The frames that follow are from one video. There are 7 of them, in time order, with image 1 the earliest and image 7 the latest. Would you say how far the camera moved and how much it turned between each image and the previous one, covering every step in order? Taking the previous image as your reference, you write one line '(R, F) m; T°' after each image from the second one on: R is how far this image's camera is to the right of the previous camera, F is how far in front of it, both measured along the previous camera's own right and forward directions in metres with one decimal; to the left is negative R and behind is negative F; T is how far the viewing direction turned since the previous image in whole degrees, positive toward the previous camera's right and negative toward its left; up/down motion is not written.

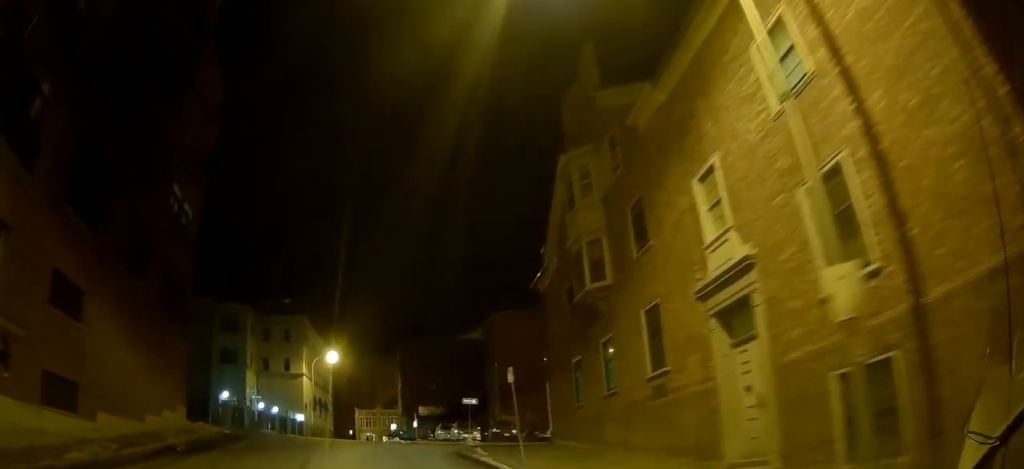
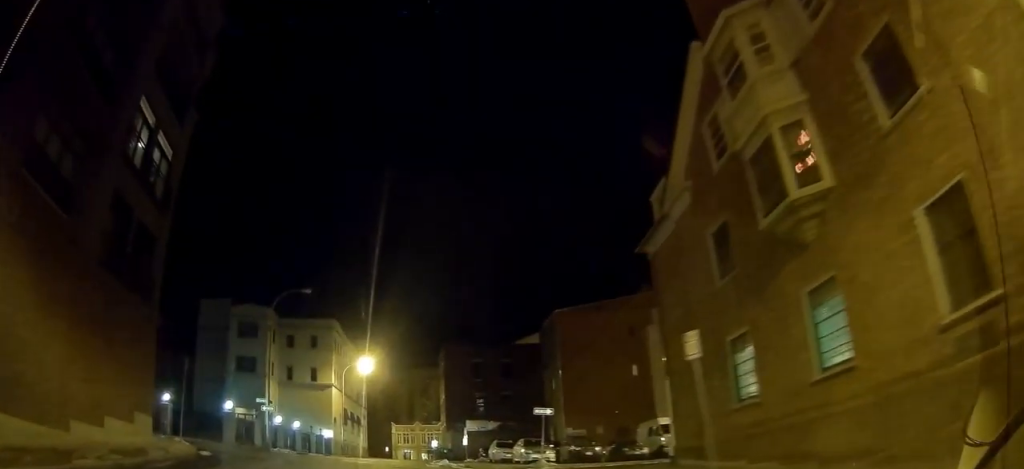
(+0.2, +9.0) m; 0°
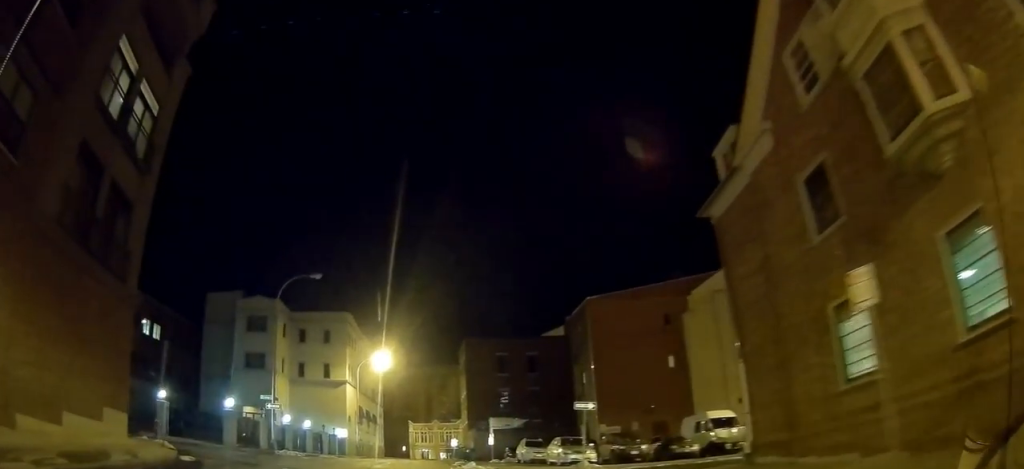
(-0.1, +3.4) m; -2°
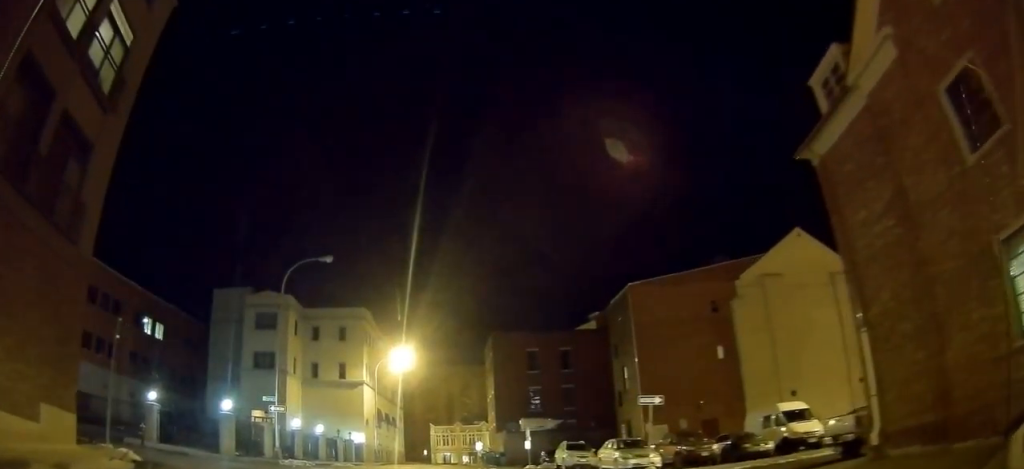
(-0.1, +4.5) m; -1°
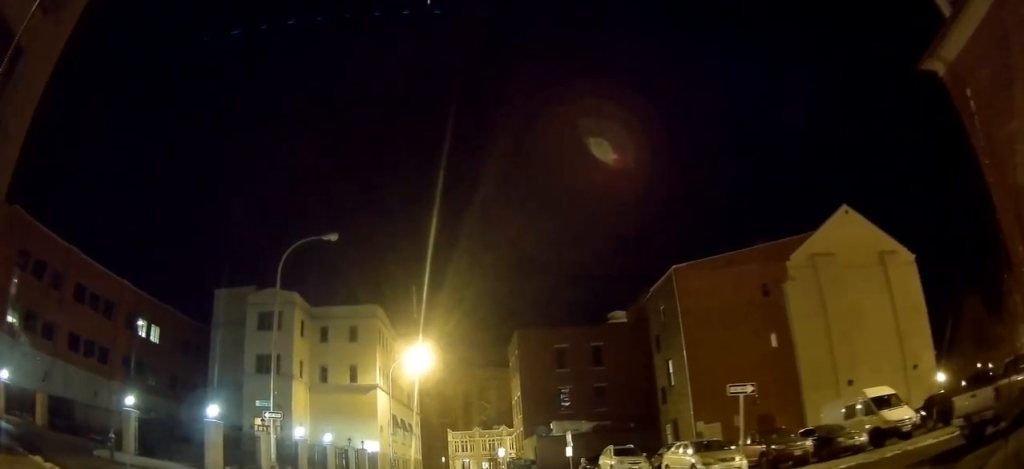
(-0.2, +5.1) m; +6°
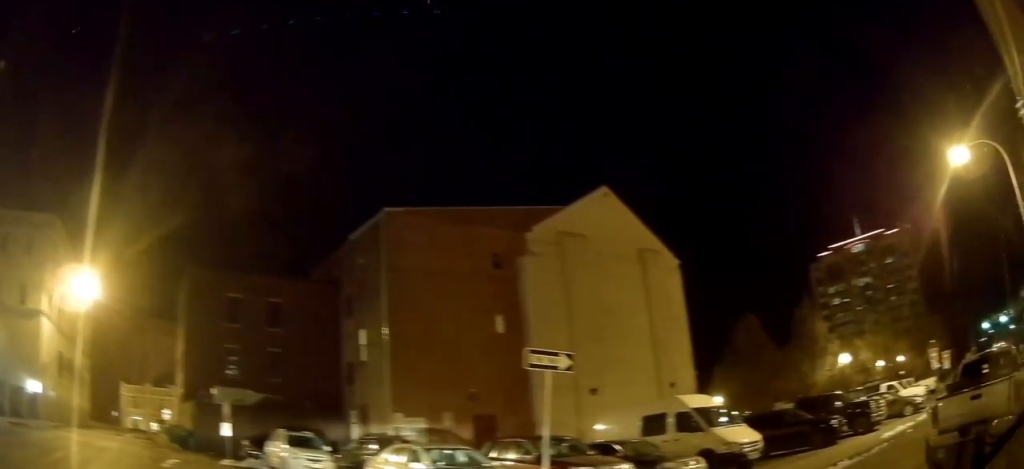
(+2.3, +7.5) m; +35°
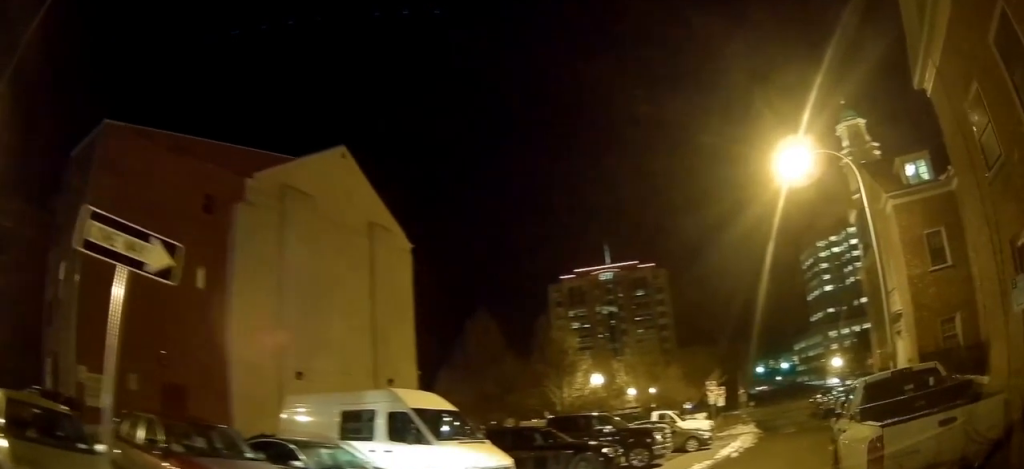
(+1.2, +4.1) m; +27°
